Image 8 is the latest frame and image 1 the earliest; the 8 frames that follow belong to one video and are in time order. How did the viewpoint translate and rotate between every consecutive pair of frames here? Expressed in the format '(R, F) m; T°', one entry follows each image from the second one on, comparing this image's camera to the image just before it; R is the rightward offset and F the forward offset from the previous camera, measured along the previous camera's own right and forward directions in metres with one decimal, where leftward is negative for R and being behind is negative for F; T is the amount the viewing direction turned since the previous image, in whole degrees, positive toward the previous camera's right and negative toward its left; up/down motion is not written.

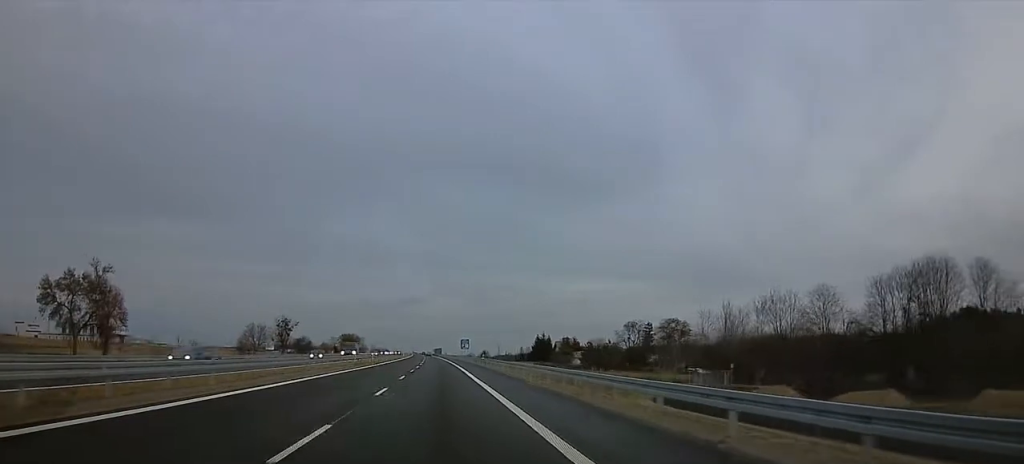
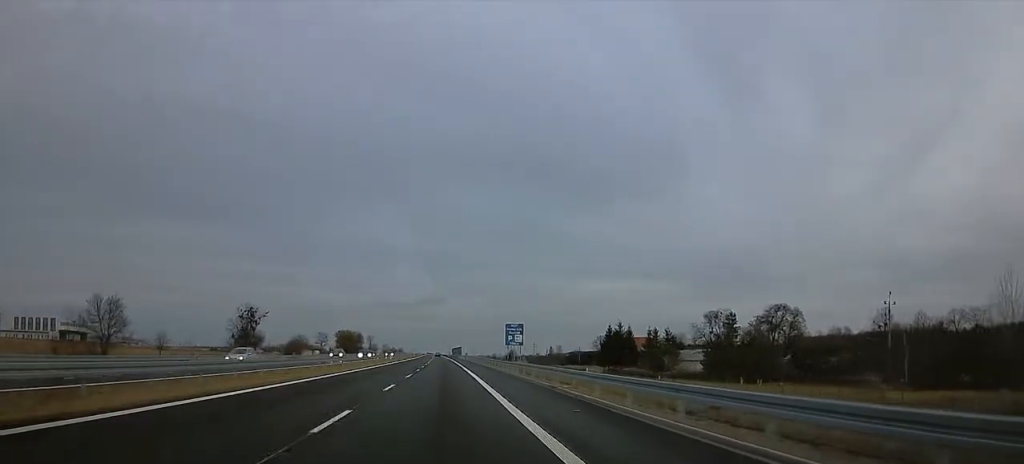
(0.0, +80.8) m; 0°
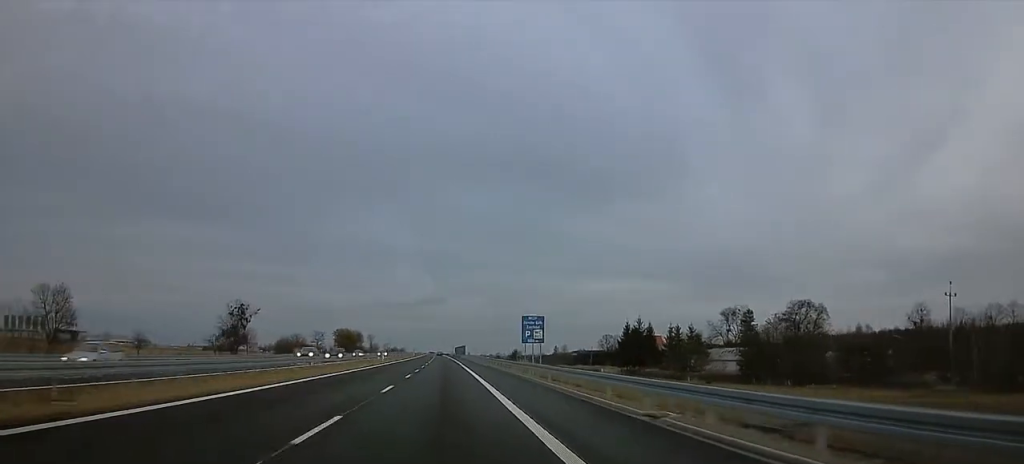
(0.0, +13.3) m; 0°
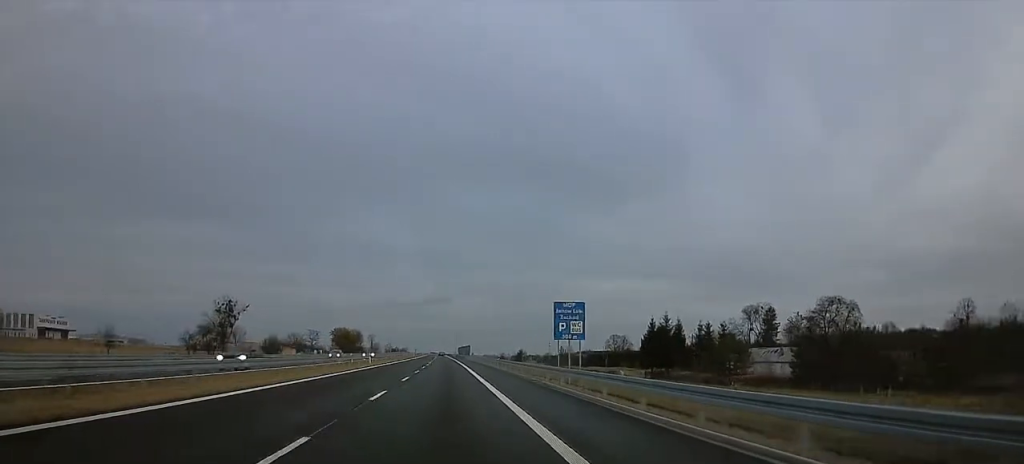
(0.0, +15.3) m; 0°
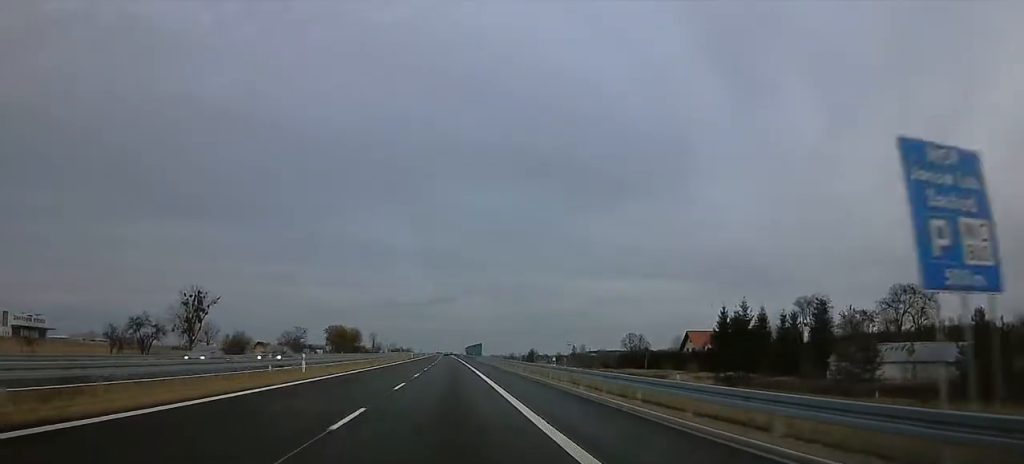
(0.0, +30.7) m; 0°
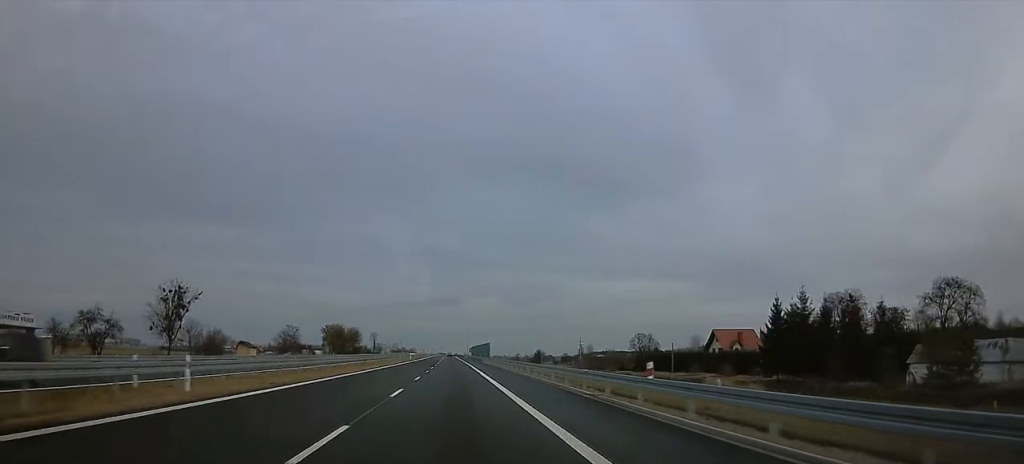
(0.0, +15.3) m; 0°
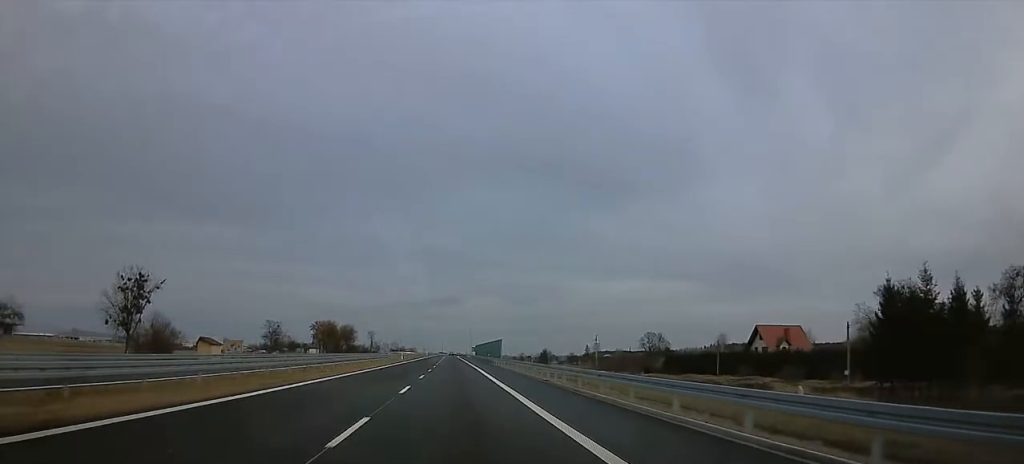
(0.0, +22.5) m; -1°
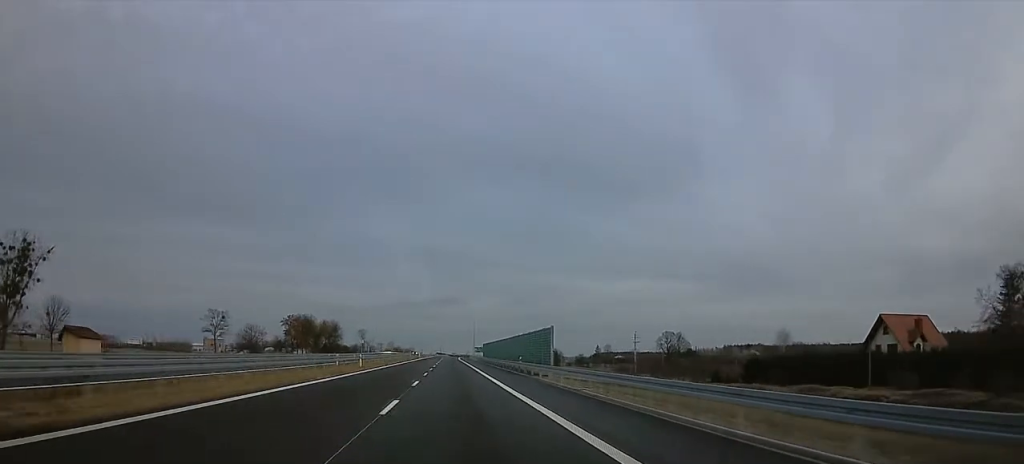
(-1.1, +42.9) m; -3°
